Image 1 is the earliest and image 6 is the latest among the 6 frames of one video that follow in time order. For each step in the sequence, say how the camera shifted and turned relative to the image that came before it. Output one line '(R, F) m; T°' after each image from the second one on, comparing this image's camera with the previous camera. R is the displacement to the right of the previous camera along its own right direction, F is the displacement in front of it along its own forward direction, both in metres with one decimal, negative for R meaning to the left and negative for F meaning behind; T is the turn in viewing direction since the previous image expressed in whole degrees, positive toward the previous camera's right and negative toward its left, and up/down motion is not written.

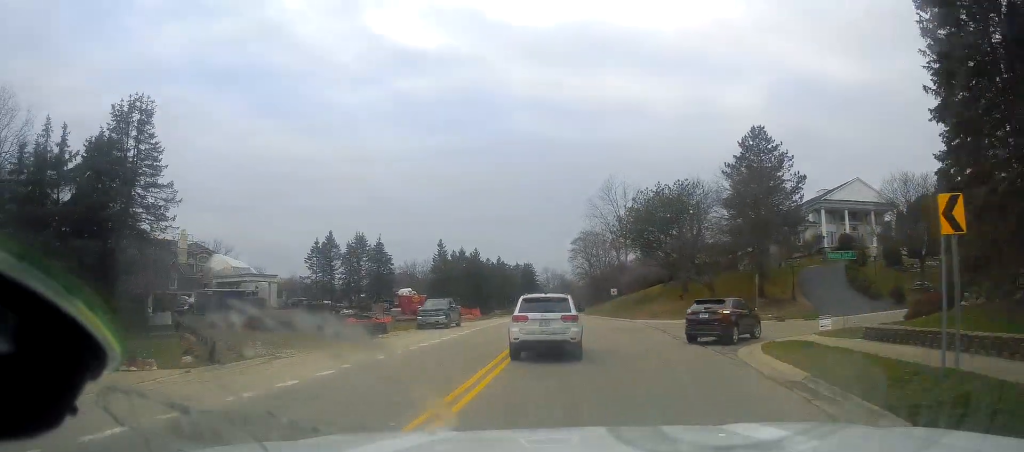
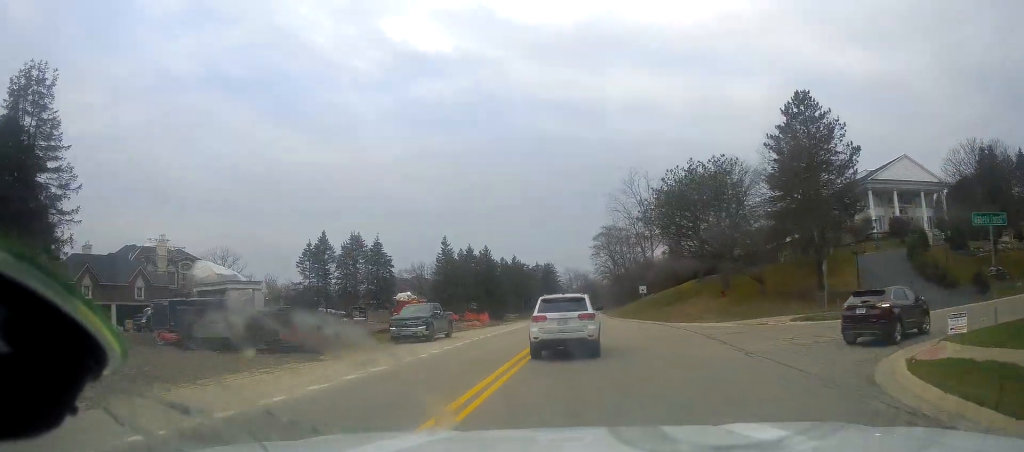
(-0.1, +9.0) m; -4°
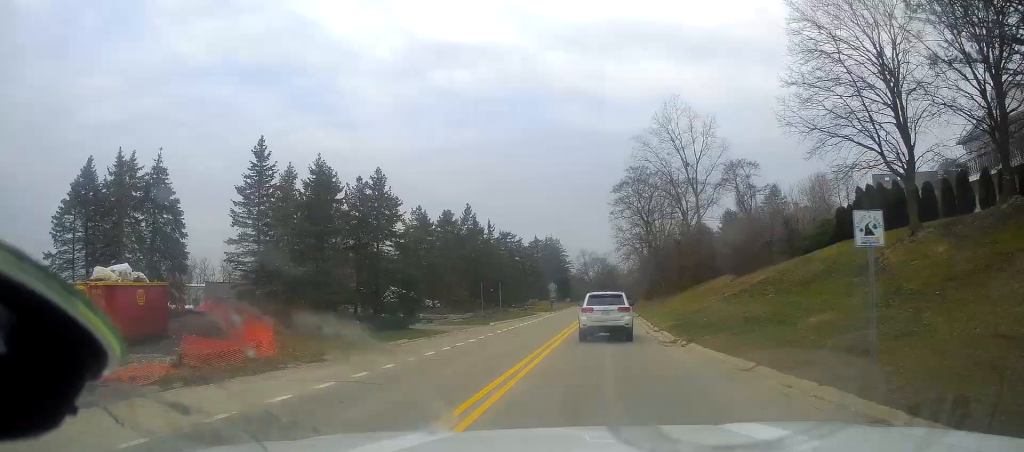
(-2.3, +42.3) m; -1°
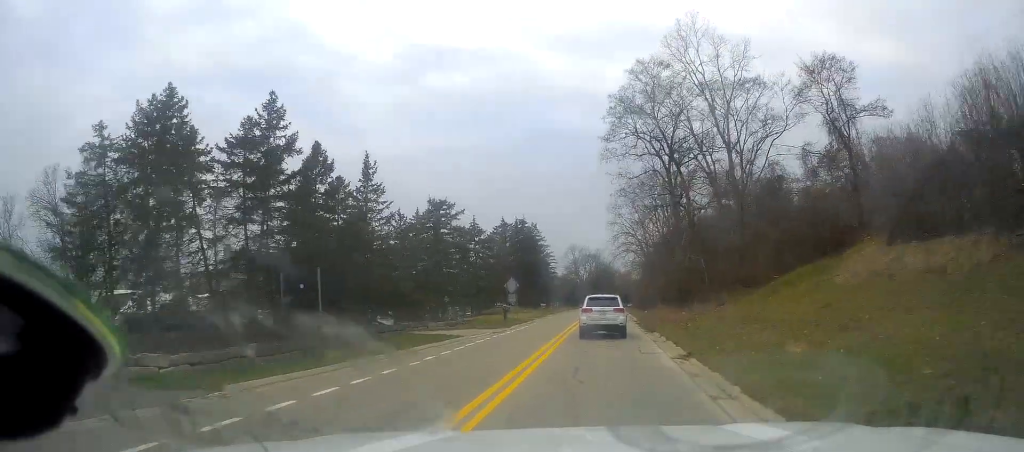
(-0.2, +30.6) m; +1°
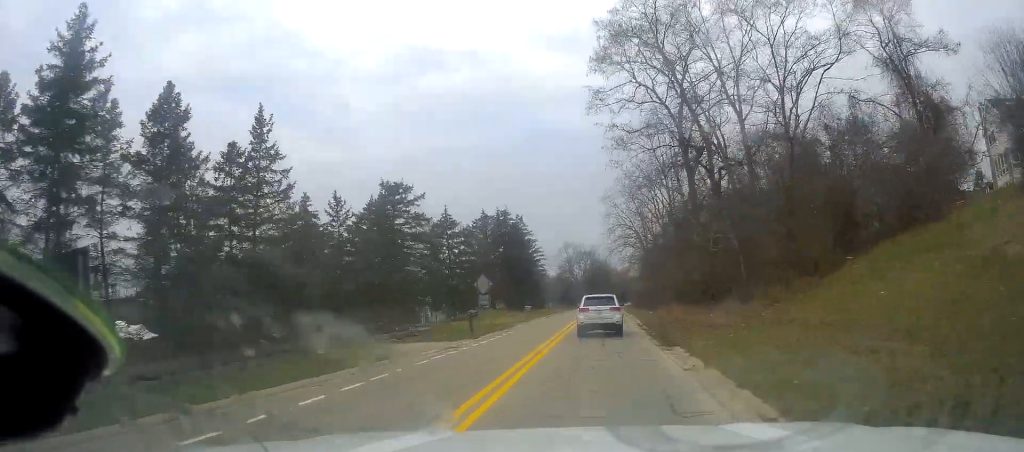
(+0.1, +9.8) m; 0°
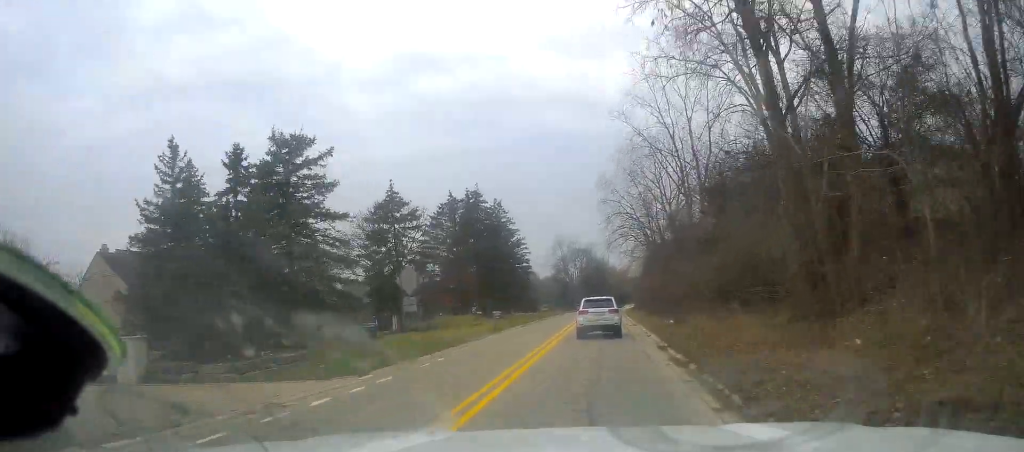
(0.0, +14.3) m; 0°
